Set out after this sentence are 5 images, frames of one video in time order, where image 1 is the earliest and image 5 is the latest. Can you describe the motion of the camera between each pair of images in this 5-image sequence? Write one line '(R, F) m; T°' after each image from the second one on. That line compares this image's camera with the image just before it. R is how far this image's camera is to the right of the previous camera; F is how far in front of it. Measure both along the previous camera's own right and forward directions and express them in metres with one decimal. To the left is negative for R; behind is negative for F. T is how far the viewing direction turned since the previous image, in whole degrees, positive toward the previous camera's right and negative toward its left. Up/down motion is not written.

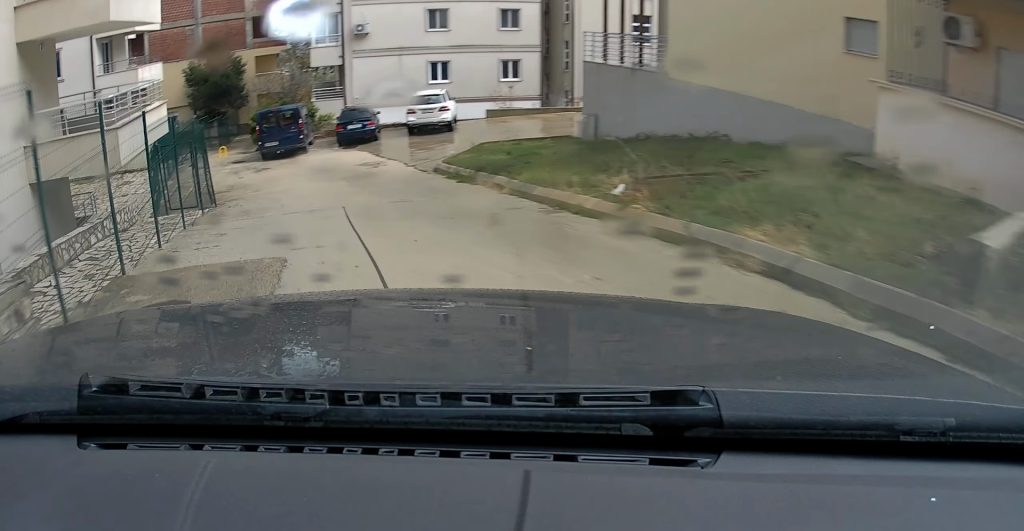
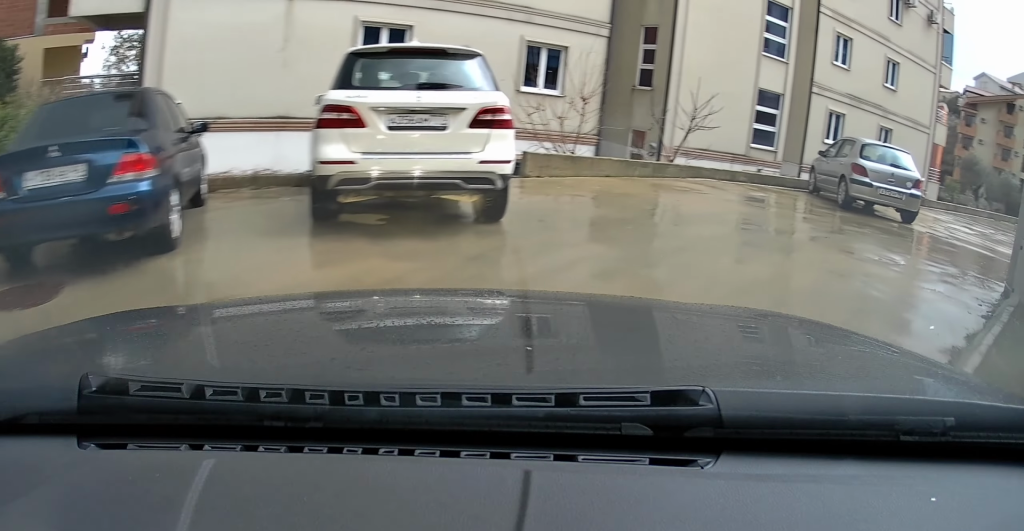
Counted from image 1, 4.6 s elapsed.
(-0.4, +16.6) m; +34°
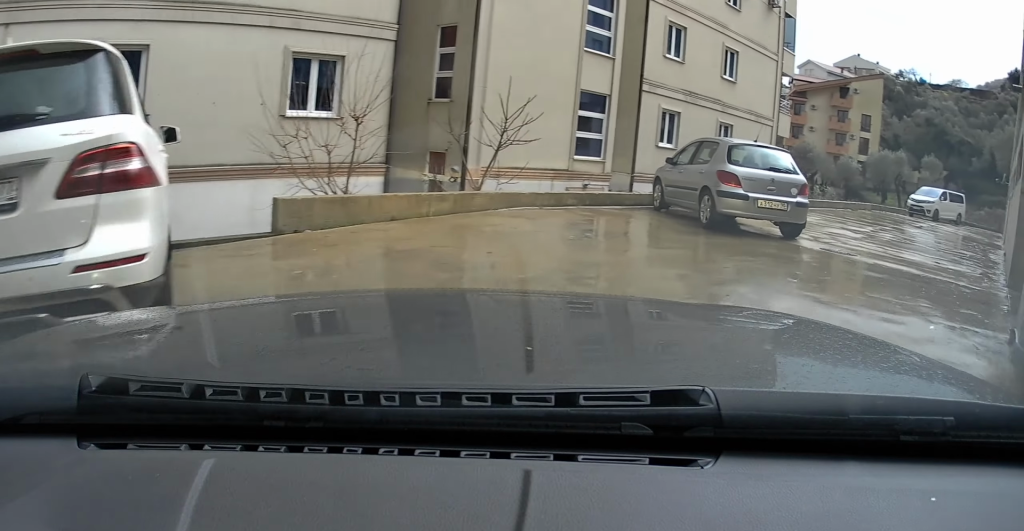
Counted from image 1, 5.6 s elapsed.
(+0.2, +2.7) m; +4°
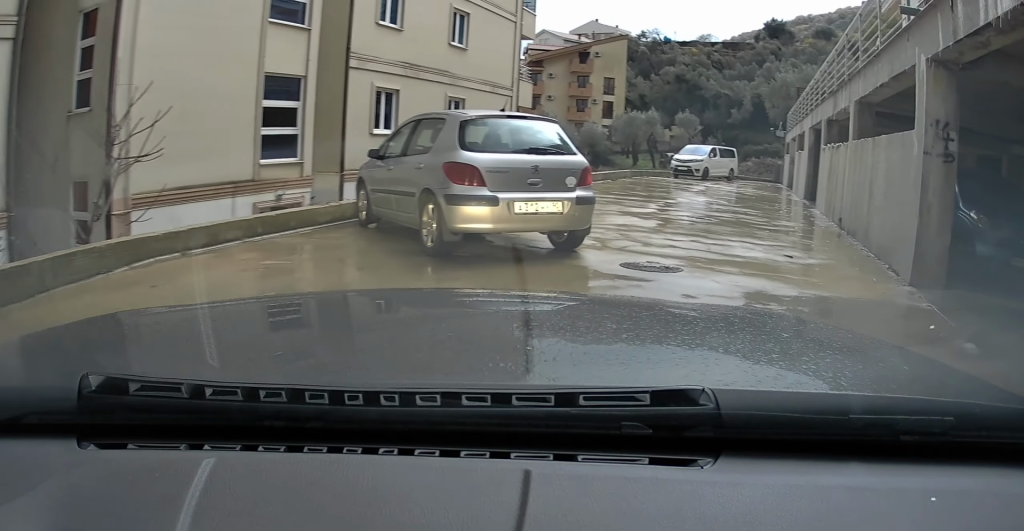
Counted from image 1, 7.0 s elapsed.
(+0.3, +4.0) m; +19°
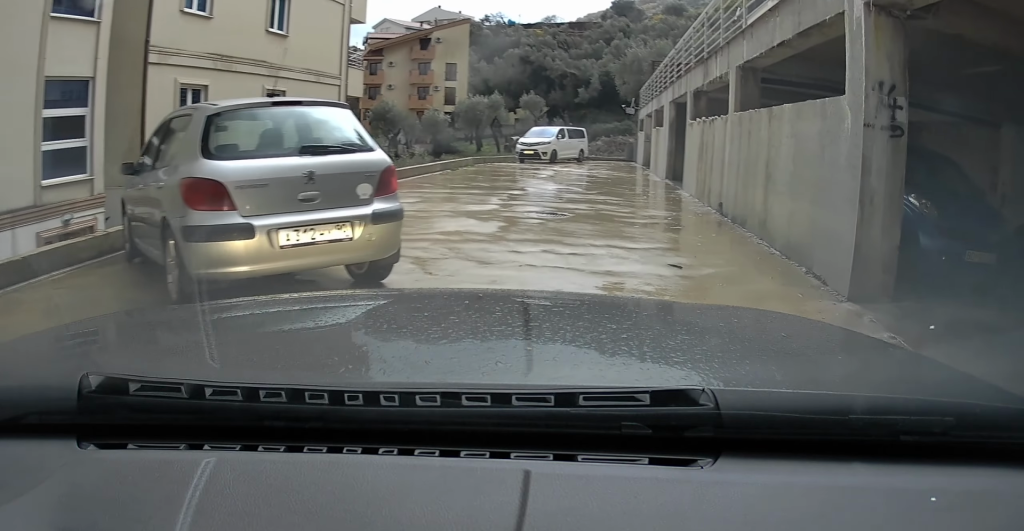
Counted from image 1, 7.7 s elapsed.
(+0.4, +2.0) m; +13°
